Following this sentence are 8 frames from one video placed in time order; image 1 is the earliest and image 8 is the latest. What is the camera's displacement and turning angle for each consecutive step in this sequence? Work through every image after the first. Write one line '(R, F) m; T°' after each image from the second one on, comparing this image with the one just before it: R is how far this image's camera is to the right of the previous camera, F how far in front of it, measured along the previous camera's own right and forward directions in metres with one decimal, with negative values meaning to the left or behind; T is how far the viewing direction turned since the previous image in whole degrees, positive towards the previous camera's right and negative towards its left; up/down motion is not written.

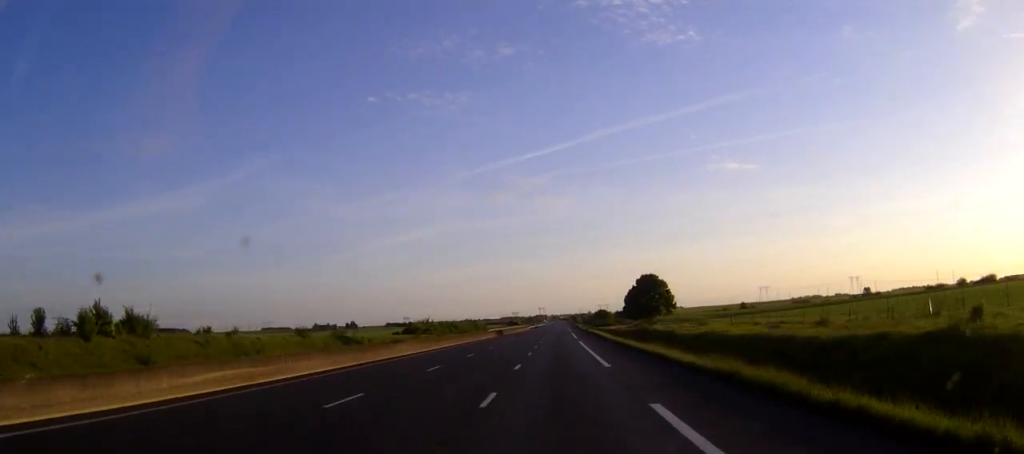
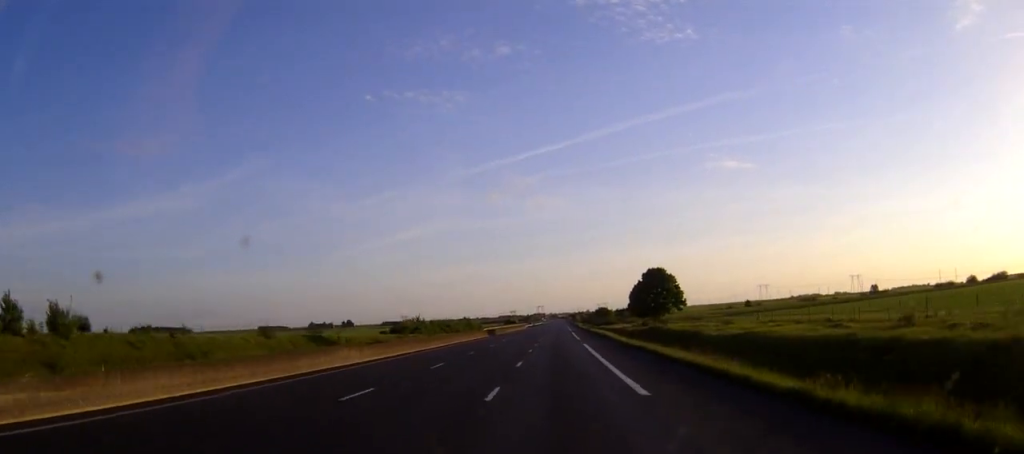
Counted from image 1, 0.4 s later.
(+0.1, +12.1) m; 0°
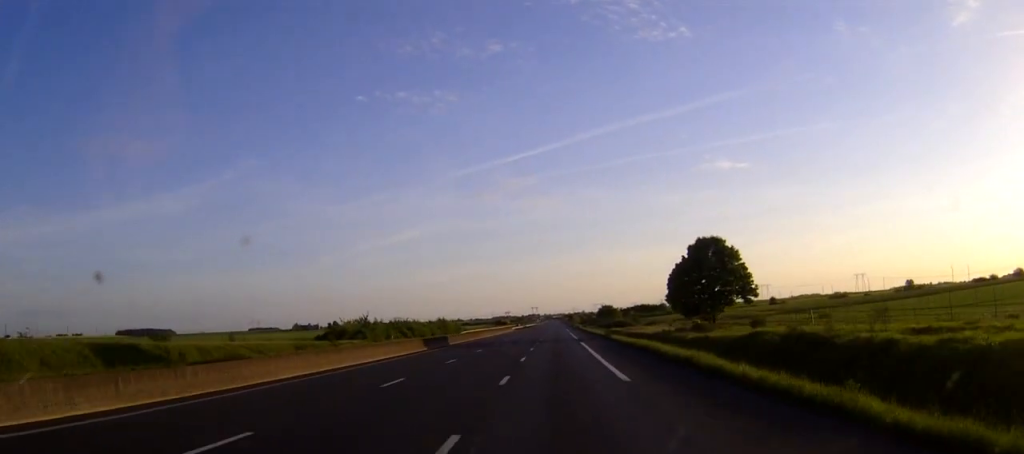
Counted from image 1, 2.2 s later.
(+0.2, +48.3) m; 0°
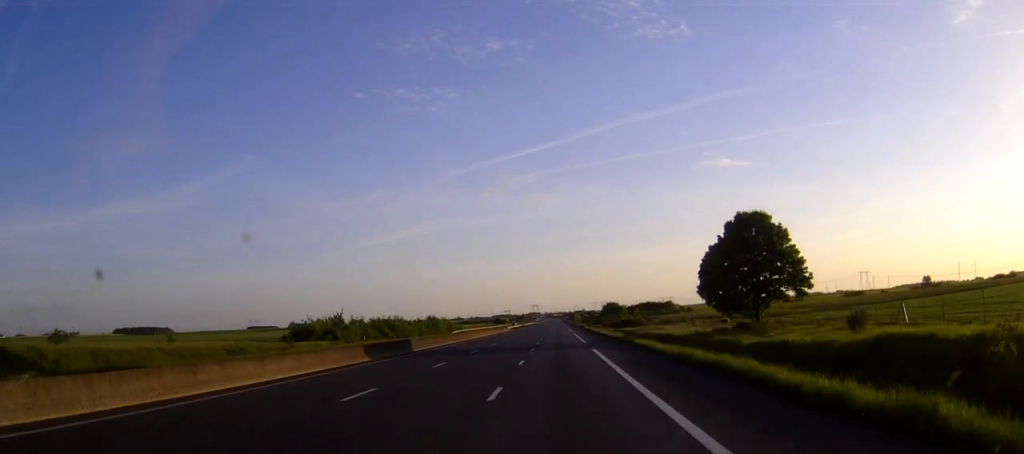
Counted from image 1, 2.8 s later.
(0.0, +17.6) m; 0°
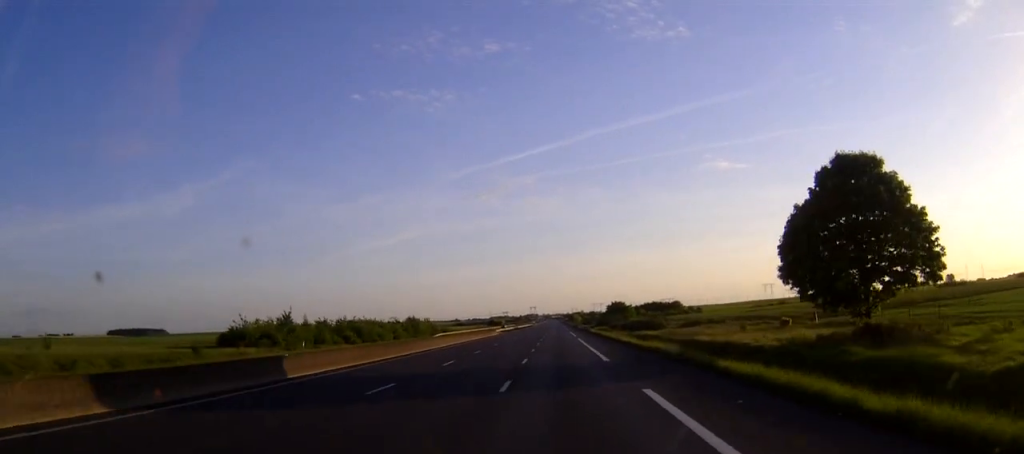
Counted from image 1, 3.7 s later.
(0.0, +24.2) m; 0°
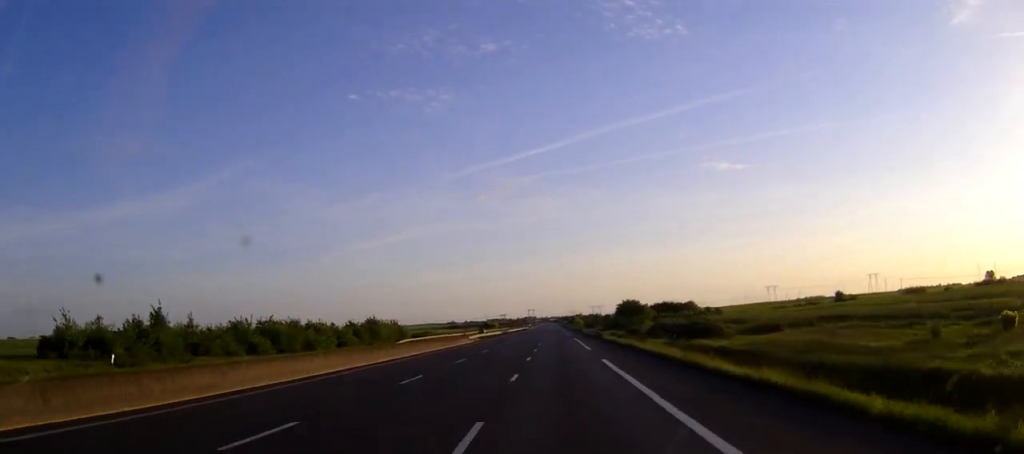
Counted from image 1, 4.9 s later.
(+0.1, +35.3) m; 0°
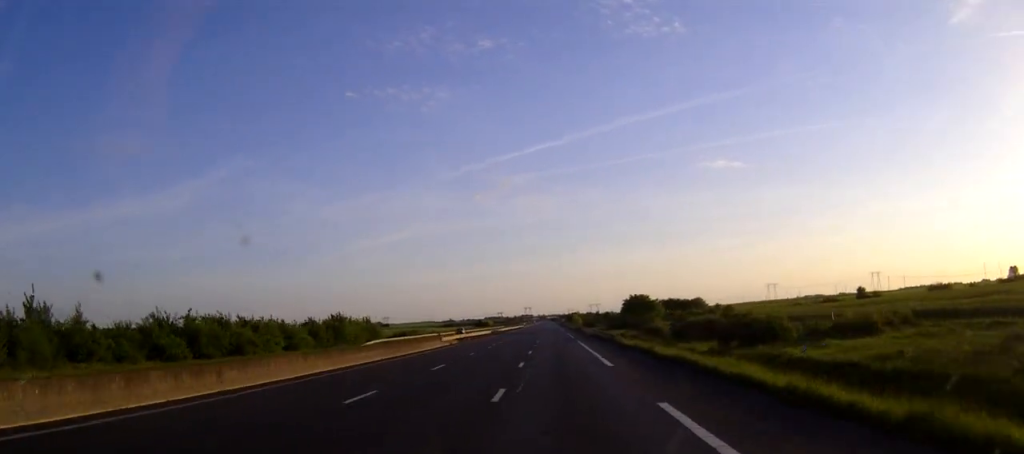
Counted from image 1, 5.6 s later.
(+0.1, +19.5) m; 0°
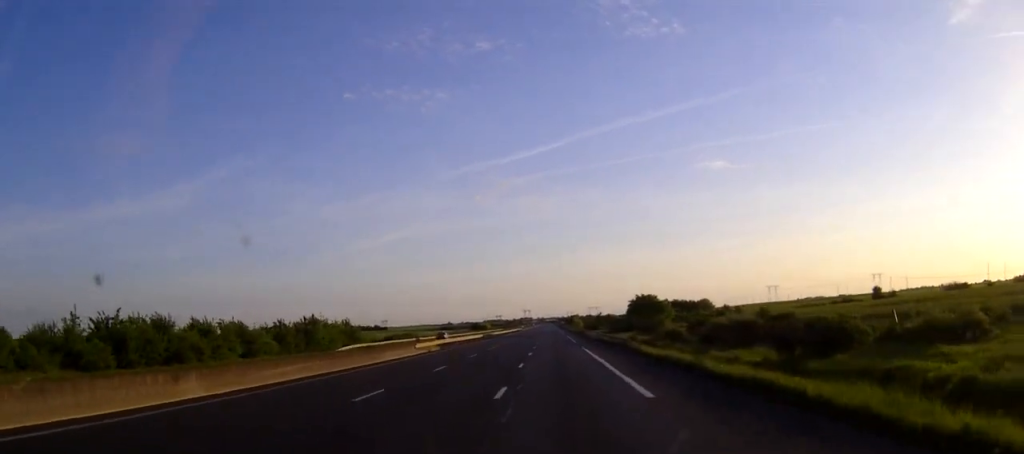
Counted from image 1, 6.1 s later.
(0.0, +12.1) m; 0°
